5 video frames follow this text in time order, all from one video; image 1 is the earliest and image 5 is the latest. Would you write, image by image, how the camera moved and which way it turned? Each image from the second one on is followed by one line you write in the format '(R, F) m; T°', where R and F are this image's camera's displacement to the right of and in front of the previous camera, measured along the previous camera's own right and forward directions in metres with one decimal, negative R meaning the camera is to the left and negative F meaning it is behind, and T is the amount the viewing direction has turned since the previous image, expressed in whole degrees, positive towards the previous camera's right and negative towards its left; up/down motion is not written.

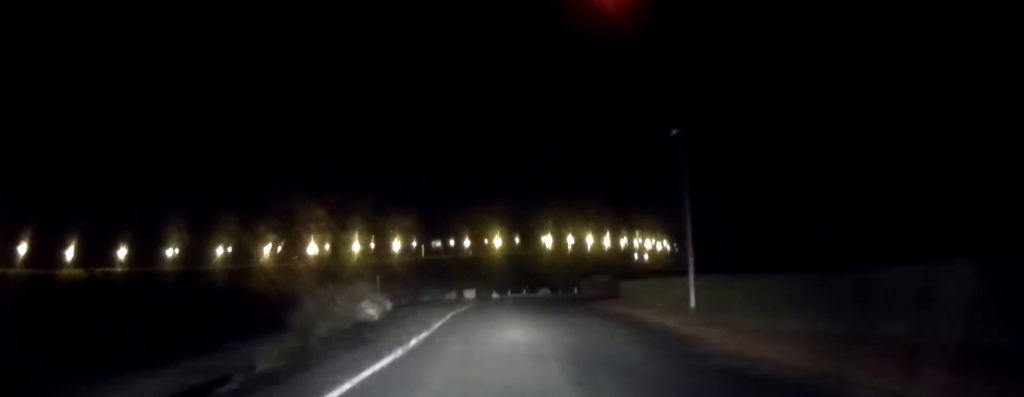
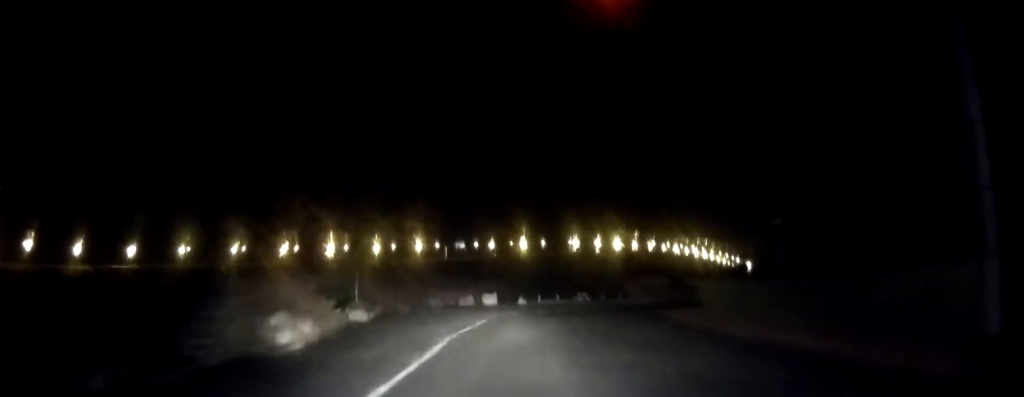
(-0.5, +12.0) m; -3°
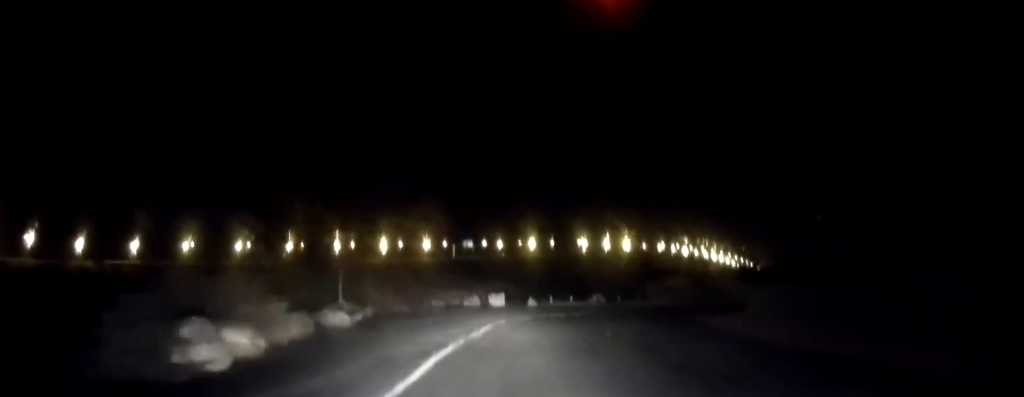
(0.0, +4.0) m; 0°
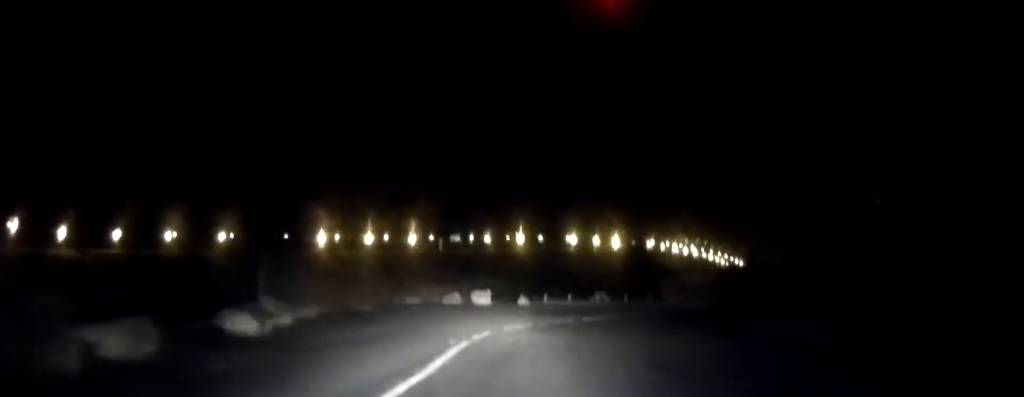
(0.0, +6.8) m; 0°
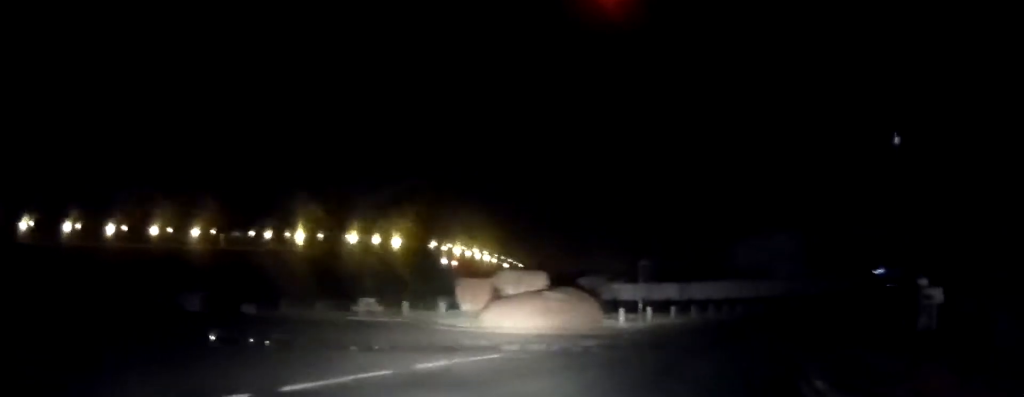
(+0.5, +14.4) m; +8°
